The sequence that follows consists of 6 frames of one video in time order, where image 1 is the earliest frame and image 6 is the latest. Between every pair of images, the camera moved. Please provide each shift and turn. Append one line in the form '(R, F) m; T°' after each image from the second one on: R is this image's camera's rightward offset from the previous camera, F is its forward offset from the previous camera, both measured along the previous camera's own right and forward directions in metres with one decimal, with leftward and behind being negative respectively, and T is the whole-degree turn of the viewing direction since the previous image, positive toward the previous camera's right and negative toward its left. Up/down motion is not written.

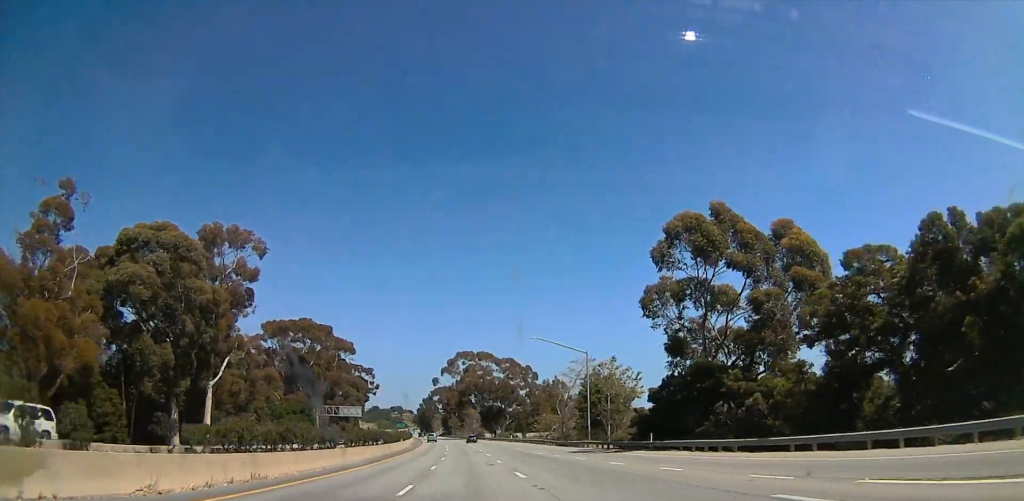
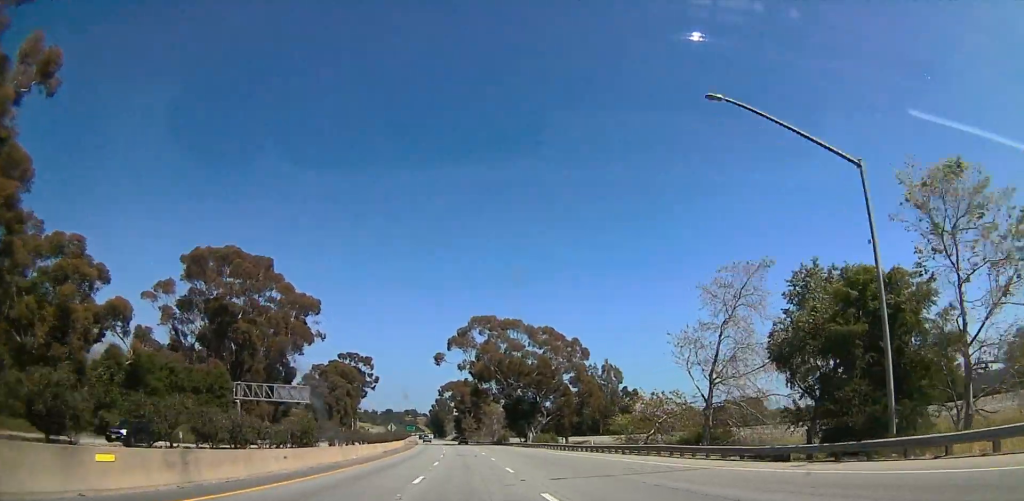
(0.0, +55.2) m; 0°
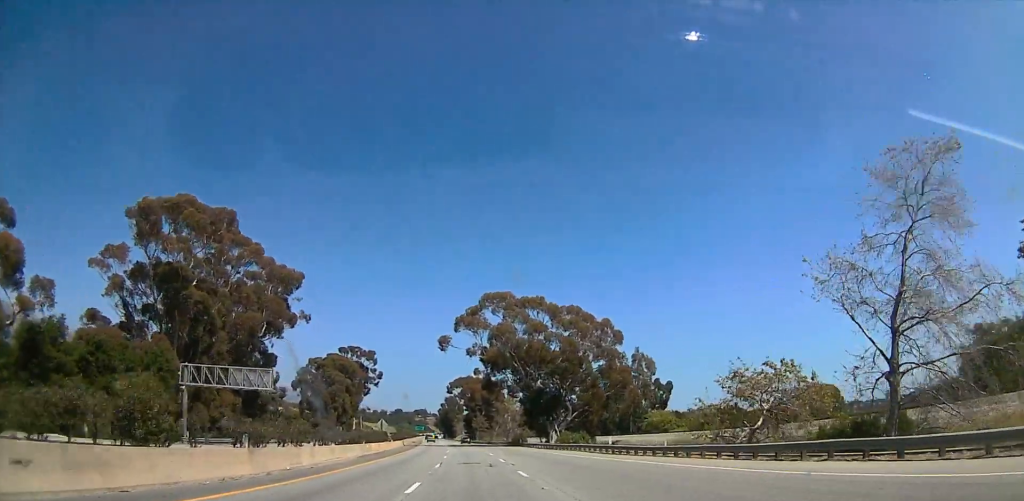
(0.0, +19.0) m; 0°
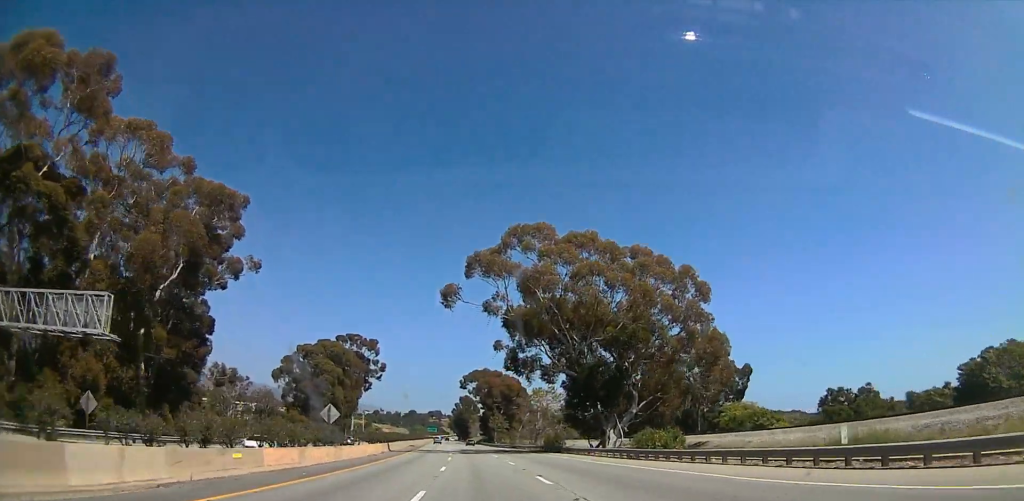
(0.0, +31.9) m; 0°
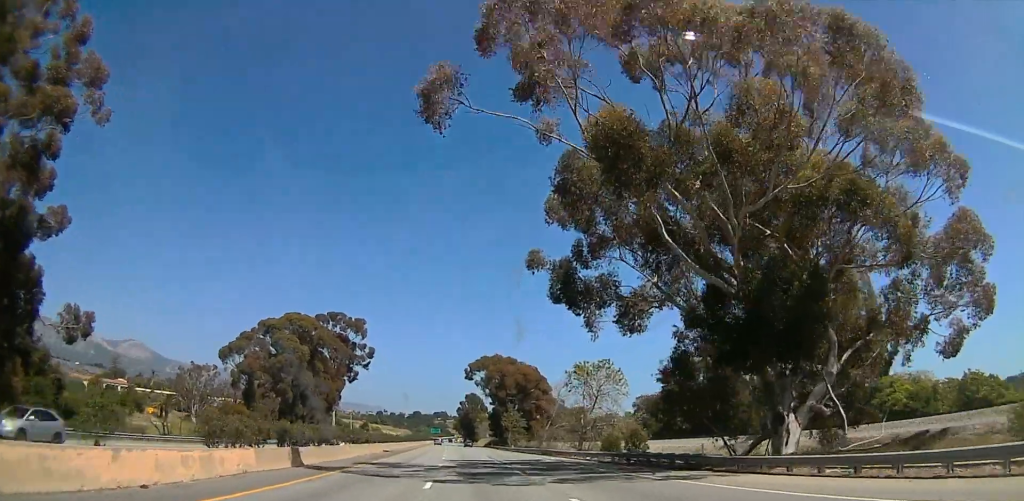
(0.0, +36.8) m; 0°
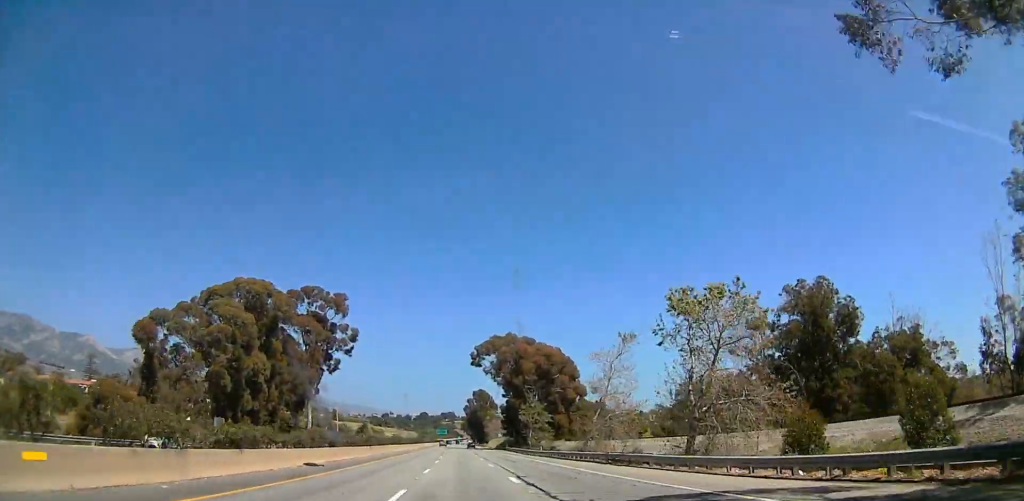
(0.0, +31.5) m; 0°
